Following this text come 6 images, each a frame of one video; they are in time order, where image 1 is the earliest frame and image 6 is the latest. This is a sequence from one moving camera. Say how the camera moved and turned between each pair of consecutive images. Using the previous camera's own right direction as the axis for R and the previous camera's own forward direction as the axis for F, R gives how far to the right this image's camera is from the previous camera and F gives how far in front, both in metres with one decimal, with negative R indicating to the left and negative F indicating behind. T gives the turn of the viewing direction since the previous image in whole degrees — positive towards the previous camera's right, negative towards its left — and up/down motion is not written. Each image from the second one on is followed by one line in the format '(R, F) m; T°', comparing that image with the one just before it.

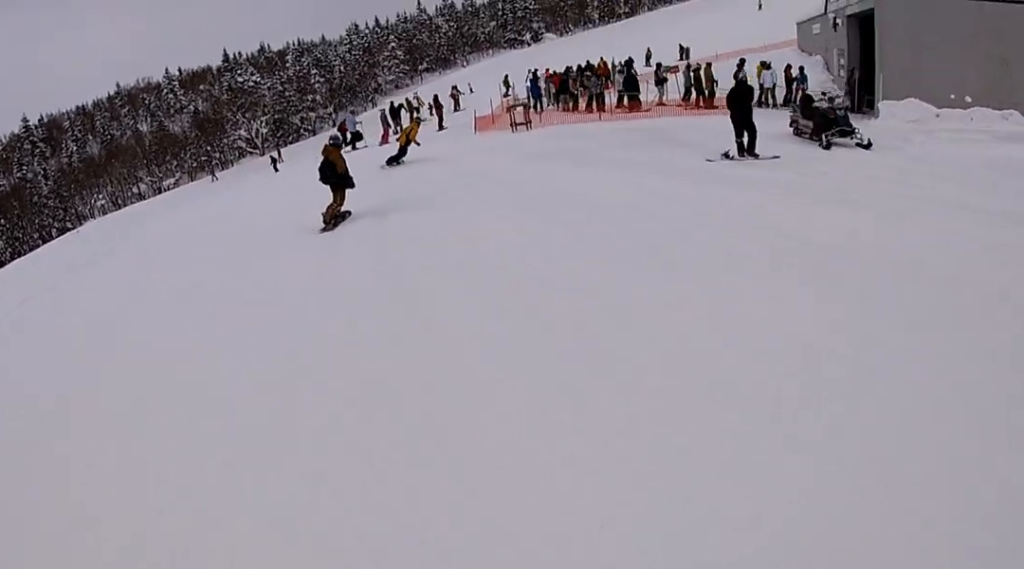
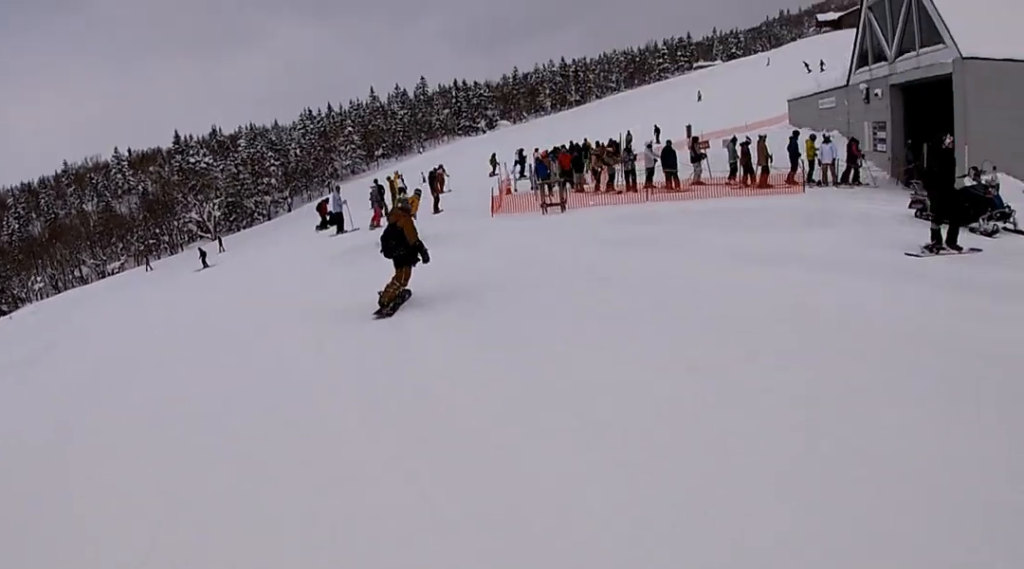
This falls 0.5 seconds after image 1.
(+0.6, +5.0) m; +7°
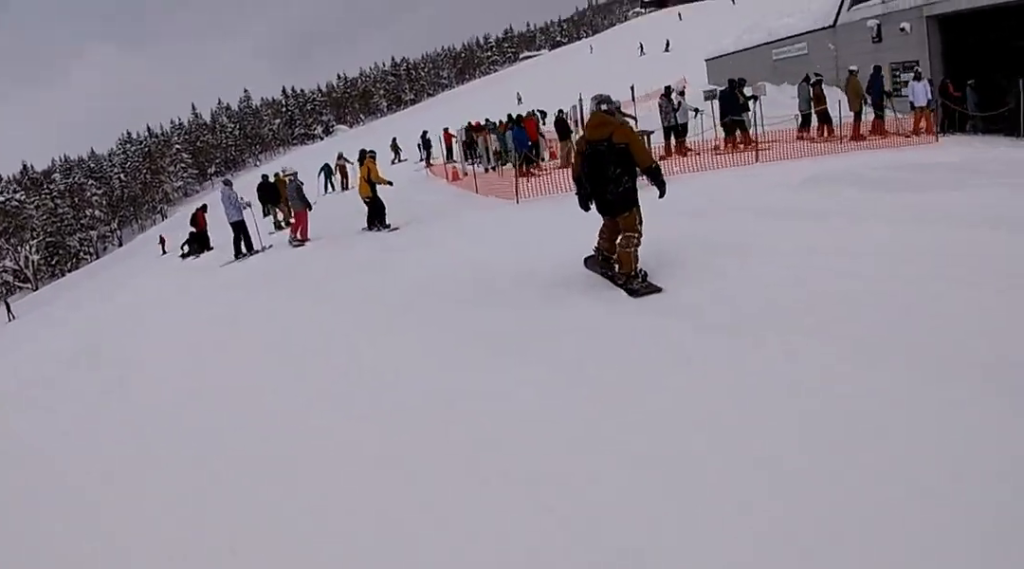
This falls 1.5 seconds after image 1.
(+0.8, +9.1) m; +14°
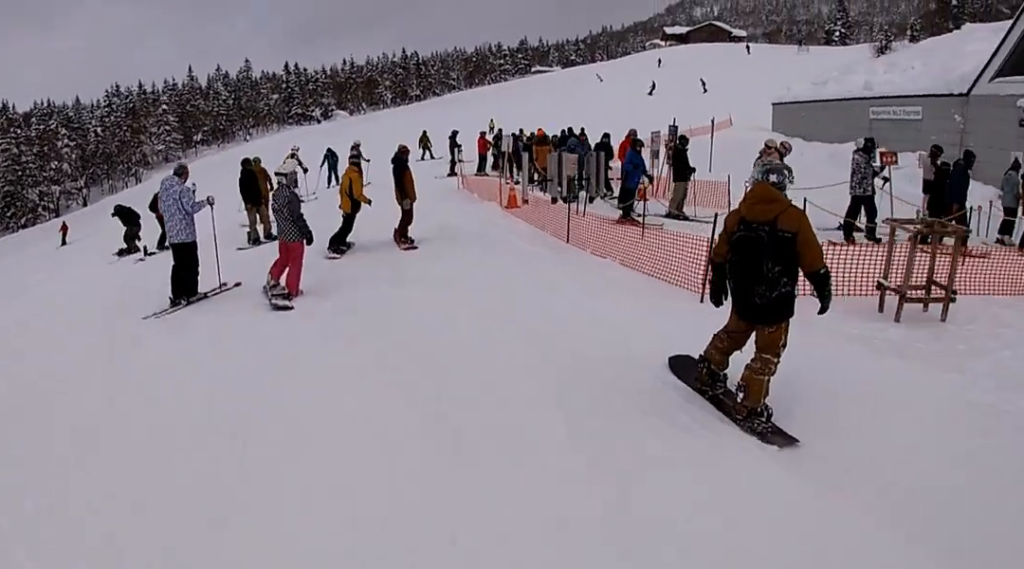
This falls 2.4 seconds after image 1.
(+1.1, +6.5) m; +18°
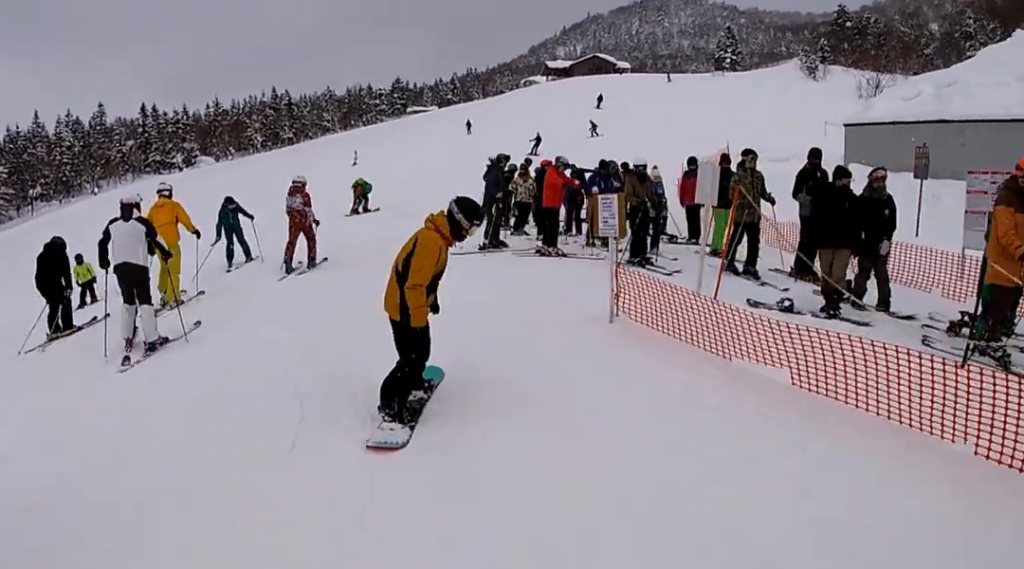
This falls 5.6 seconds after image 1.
(+0.9, +15.2) m; +2°
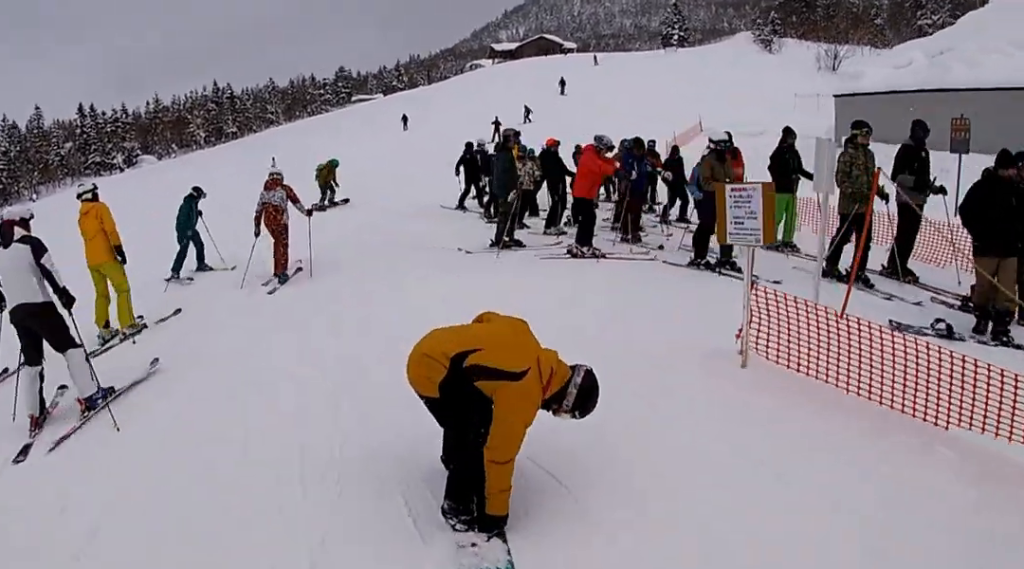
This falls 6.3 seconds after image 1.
(+0.5, +2.1) m; +11°
